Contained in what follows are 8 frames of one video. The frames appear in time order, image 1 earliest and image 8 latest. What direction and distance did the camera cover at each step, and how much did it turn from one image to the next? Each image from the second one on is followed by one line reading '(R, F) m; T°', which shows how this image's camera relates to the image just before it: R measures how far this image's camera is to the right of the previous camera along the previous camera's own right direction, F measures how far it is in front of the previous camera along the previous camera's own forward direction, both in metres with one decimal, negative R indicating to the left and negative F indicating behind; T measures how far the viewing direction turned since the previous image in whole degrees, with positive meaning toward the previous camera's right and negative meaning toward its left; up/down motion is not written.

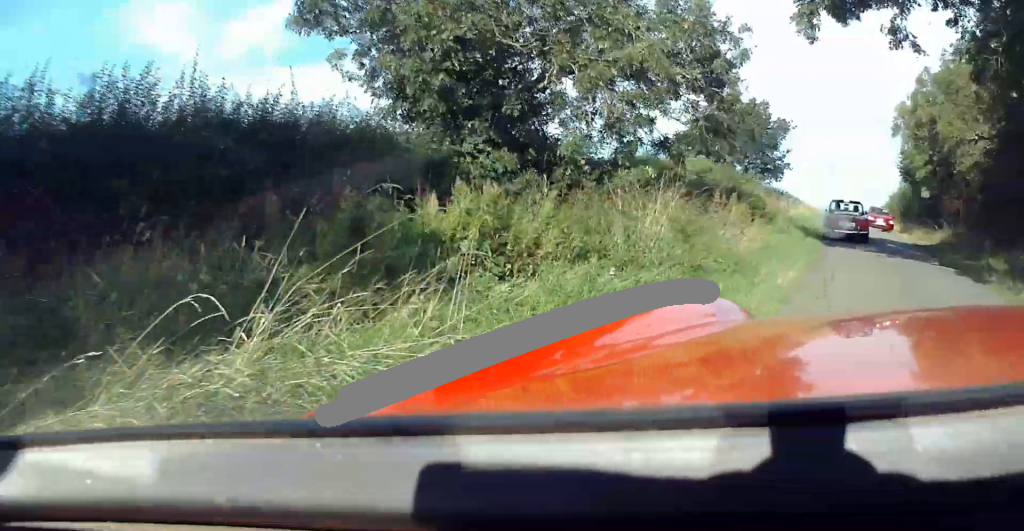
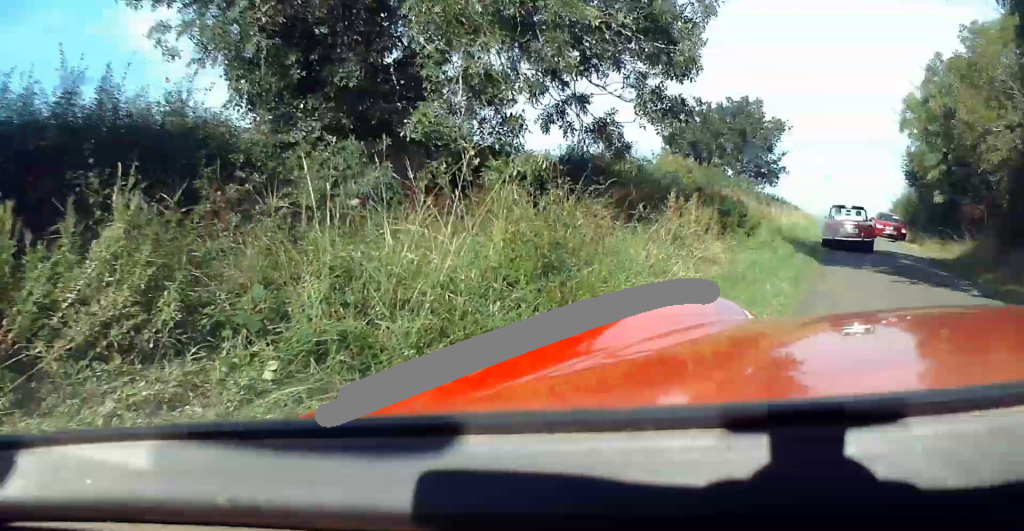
(0.0, +5.0) m; 0°
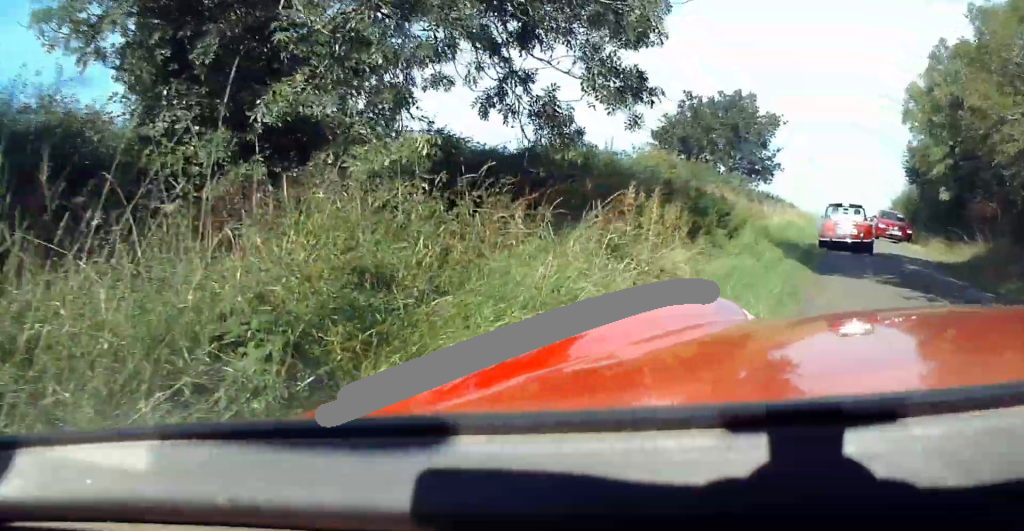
(0.0, +2.4) m; 0°
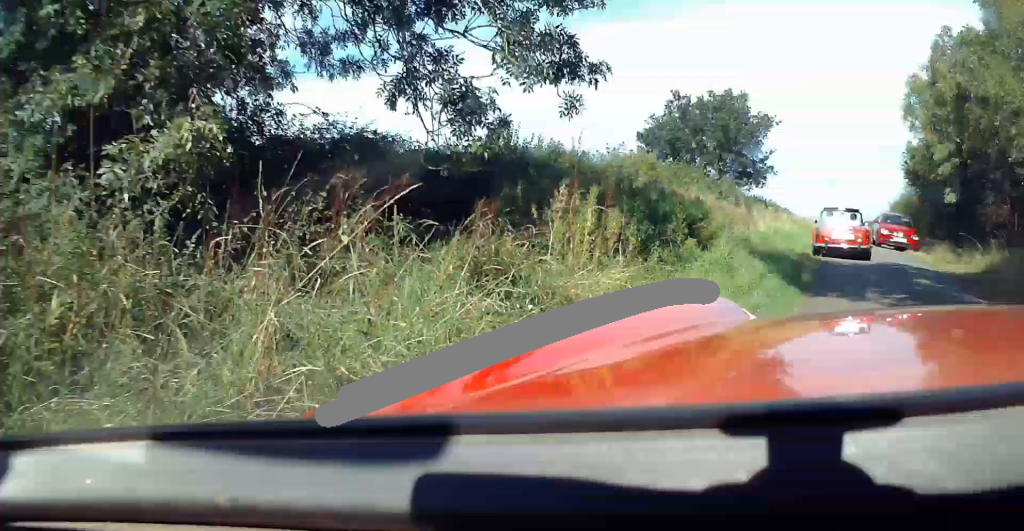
(0.0, +2.7) m; 0°
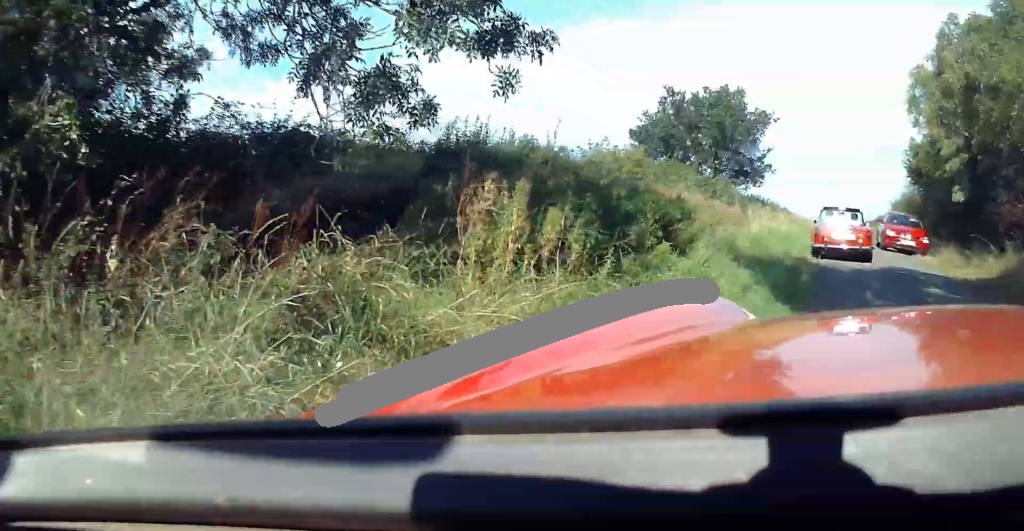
(0.0, +1.8) m; 0°
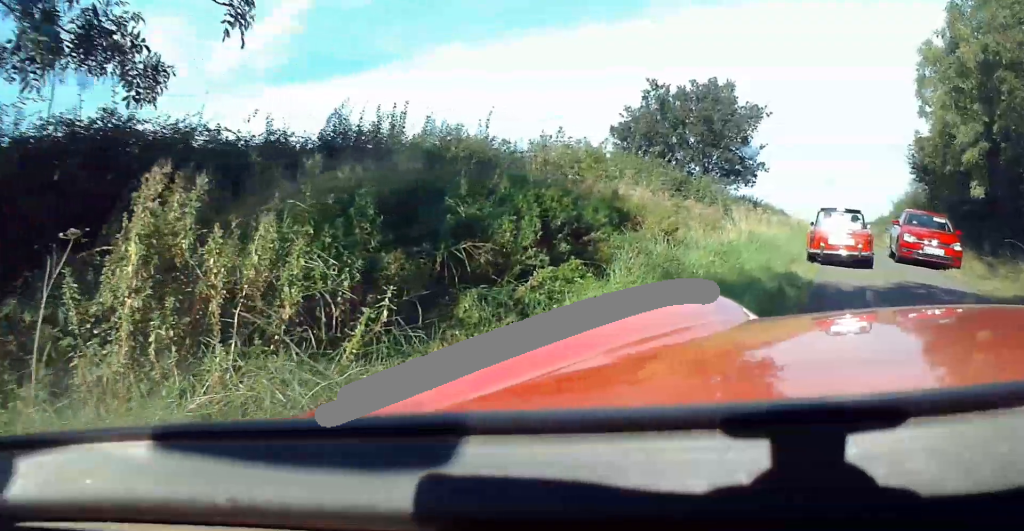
(0.0, +3.6) m; -1°
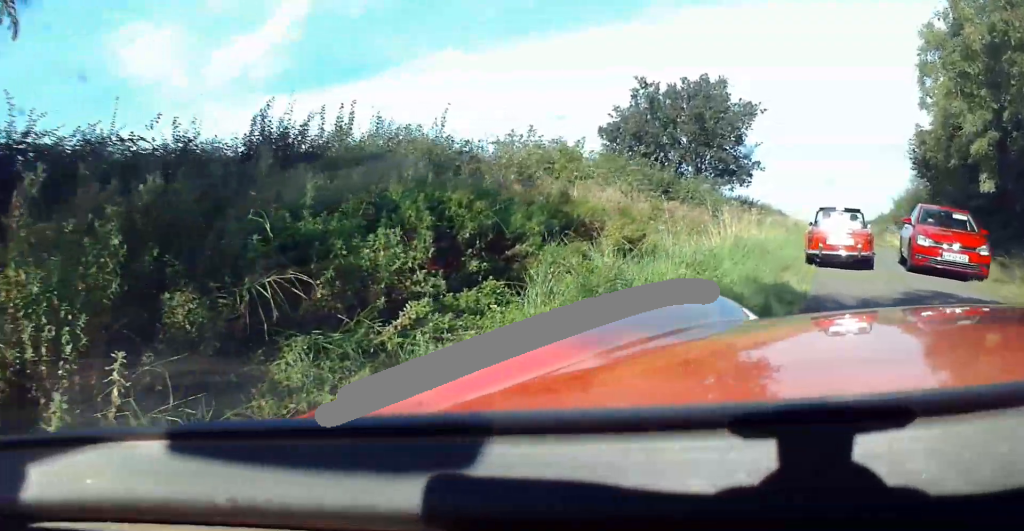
(0.0, +1.7) m; 0°
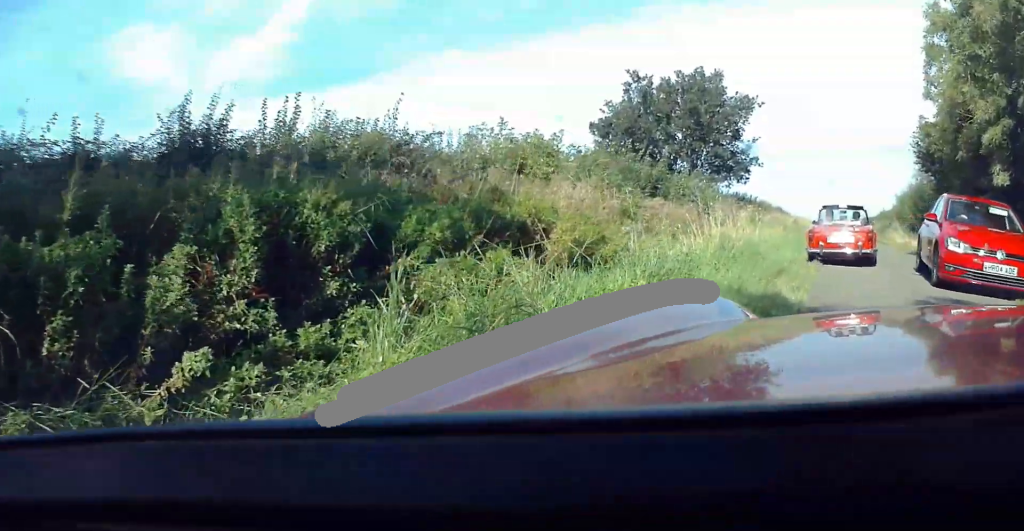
(0.0, +1.7) m; 0°
